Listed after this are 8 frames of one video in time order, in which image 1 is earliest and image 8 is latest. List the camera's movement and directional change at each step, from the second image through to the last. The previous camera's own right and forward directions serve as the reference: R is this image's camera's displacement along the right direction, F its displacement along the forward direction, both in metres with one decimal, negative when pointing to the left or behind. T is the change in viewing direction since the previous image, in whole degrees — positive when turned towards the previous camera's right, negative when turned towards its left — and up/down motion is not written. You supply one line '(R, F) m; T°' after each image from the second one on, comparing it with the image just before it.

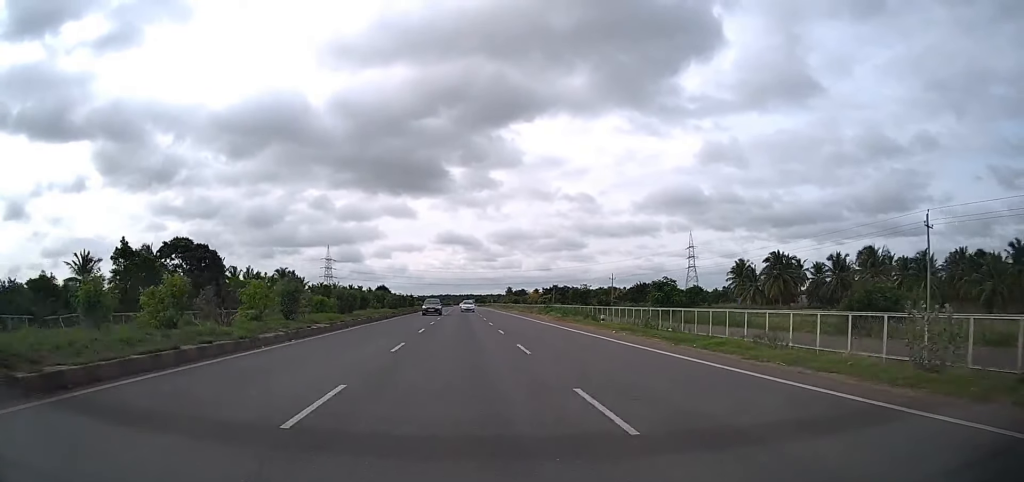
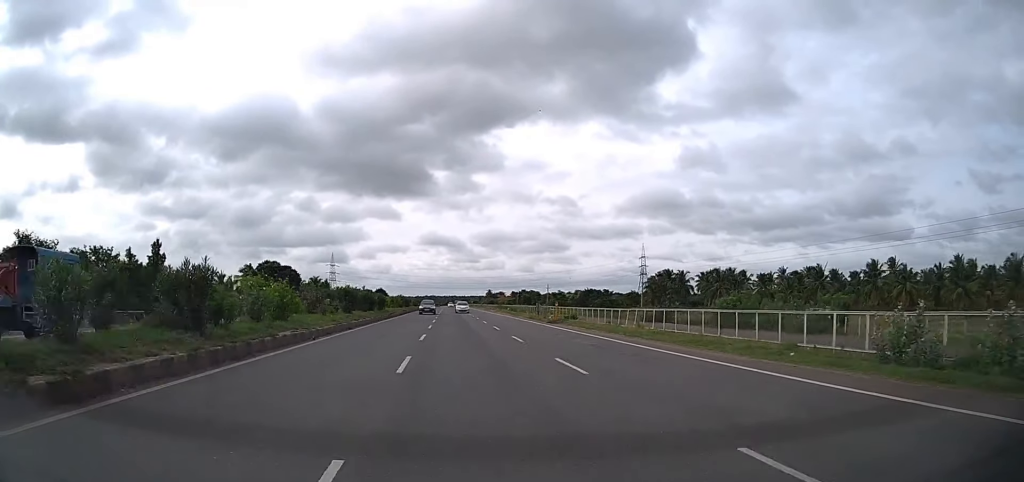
(0.0, +49.7) m; 0°
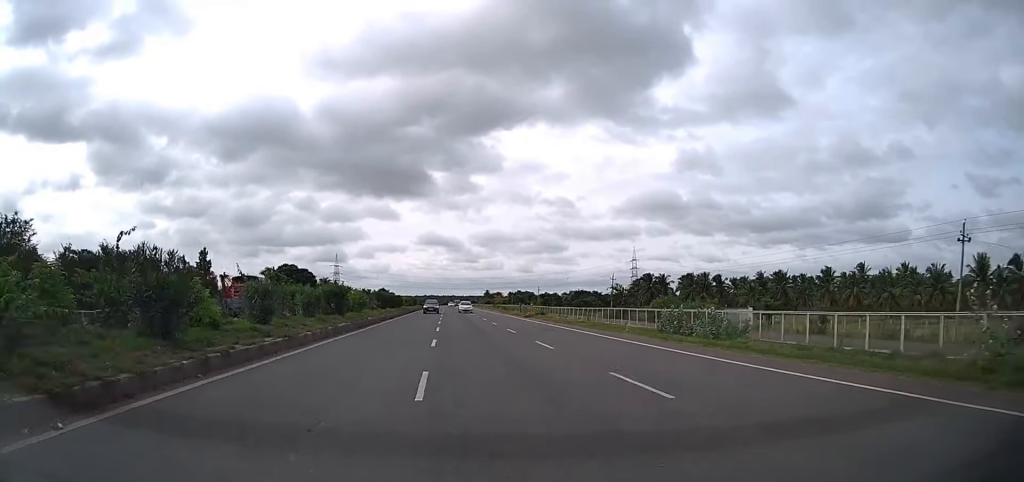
(0.0, +15.6) m; 0°
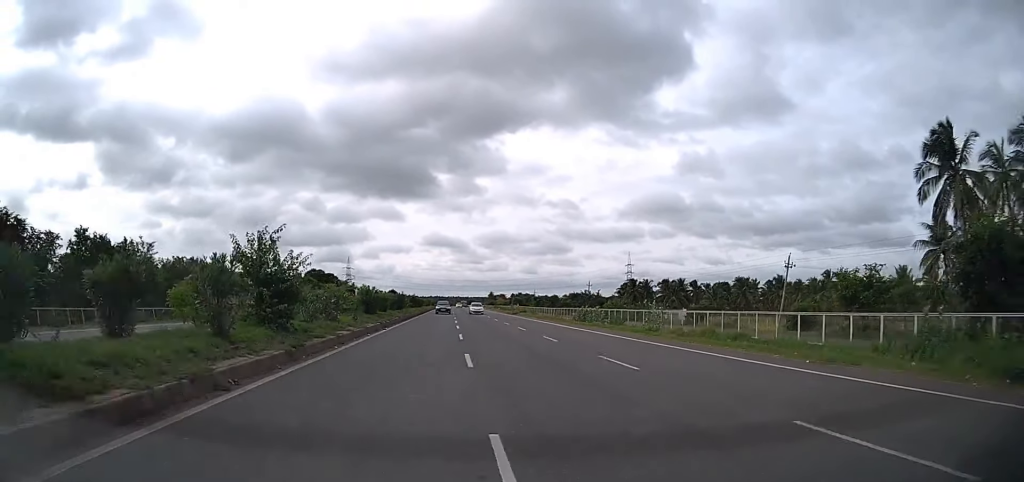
(+0.2, +22.1) m; 0°
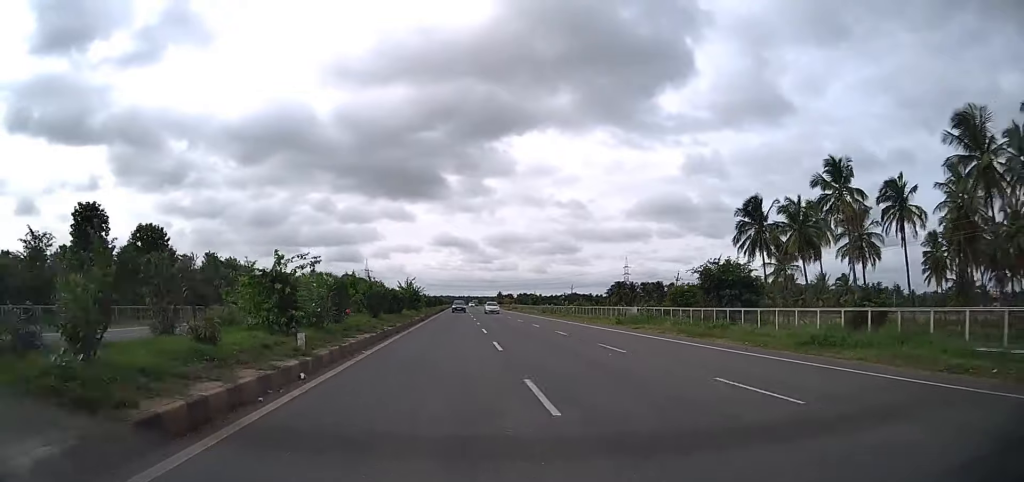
(-0.1, +31.2) m; +1°
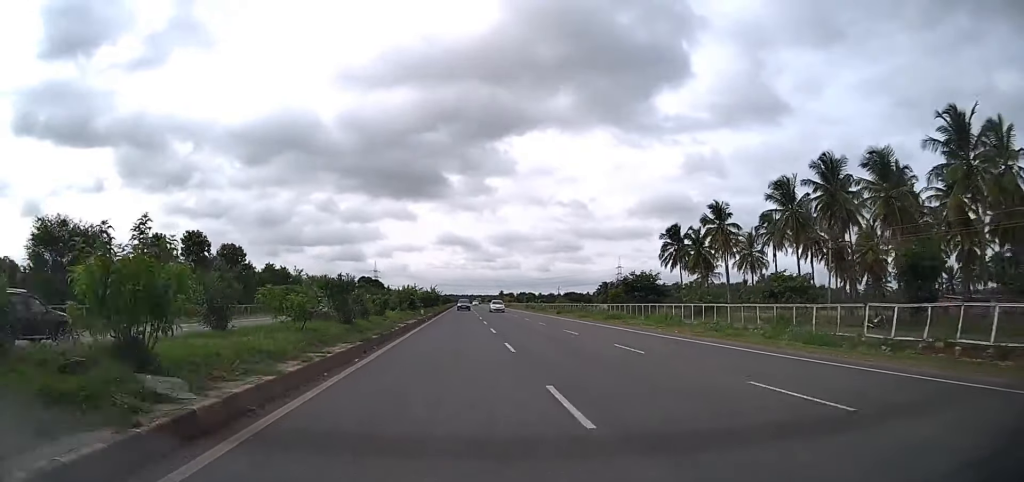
(+0.3, +25.6) m; 0°
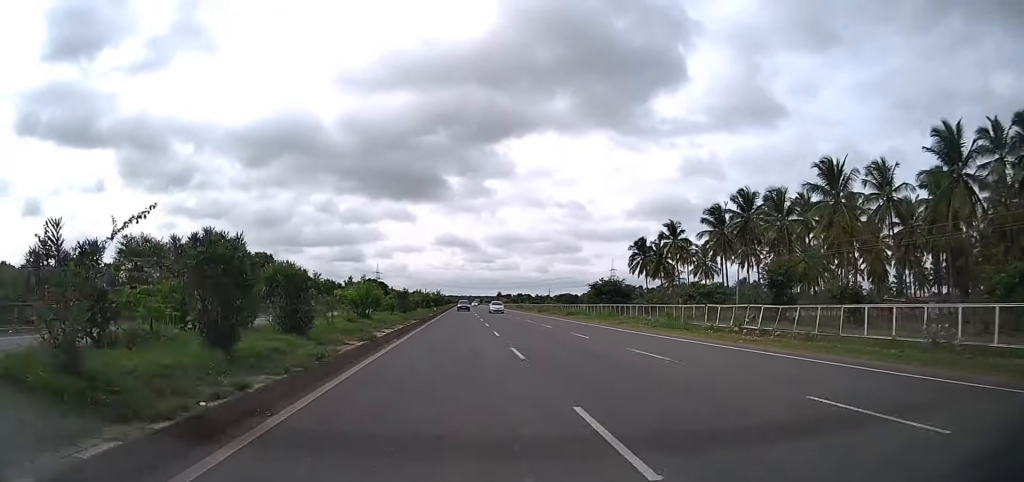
(0.0, +16.6) m; 0°
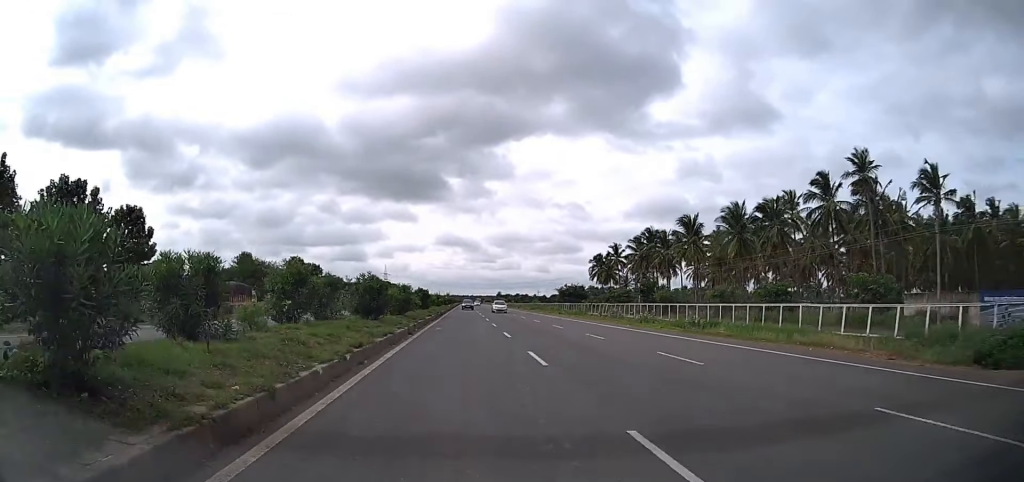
(-0.3, +34.1) m; -1°
